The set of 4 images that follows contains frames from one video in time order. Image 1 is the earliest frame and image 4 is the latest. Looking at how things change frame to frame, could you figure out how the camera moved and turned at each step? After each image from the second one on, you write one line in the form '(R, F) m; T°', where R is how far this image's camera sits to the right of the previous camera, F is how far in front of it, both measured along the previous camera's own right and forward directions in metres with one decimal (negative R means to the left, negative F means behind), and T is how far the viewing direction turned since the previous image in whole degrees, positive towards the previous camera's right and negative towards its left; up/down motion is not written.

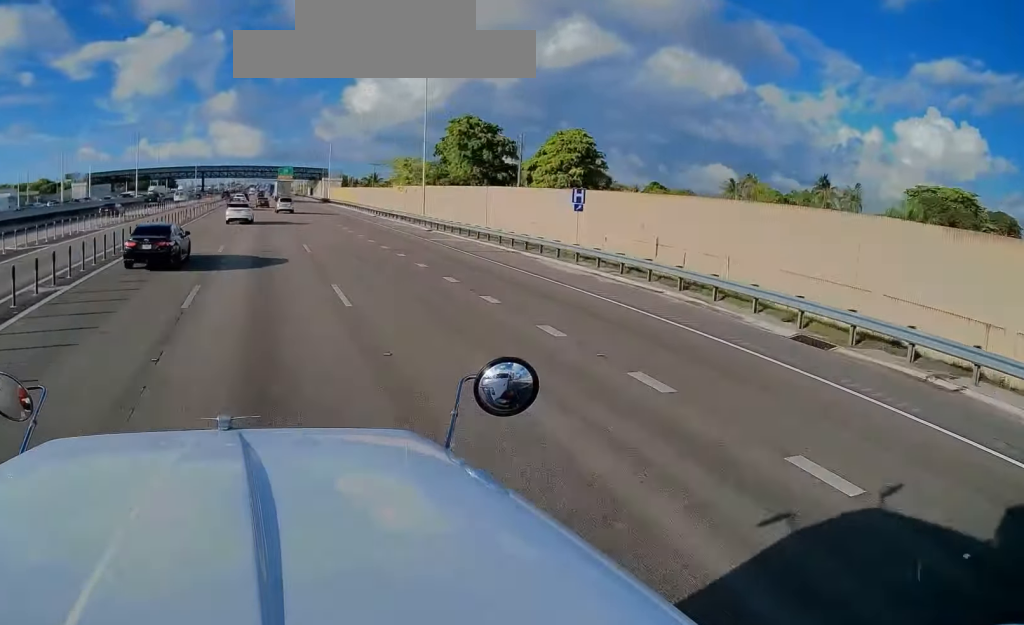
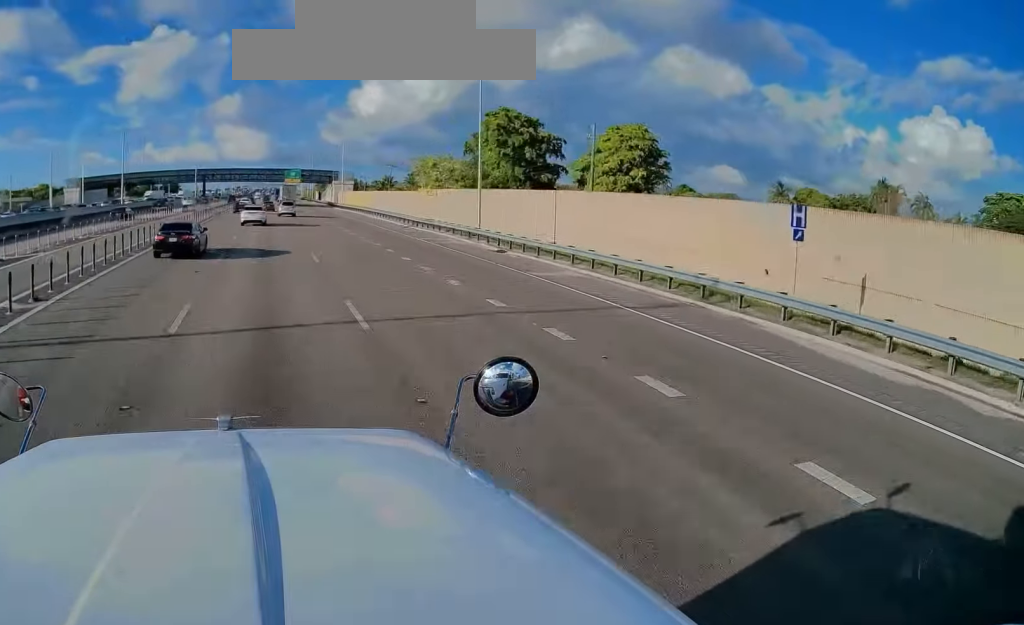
(+0.2, +15.3) m; +1°
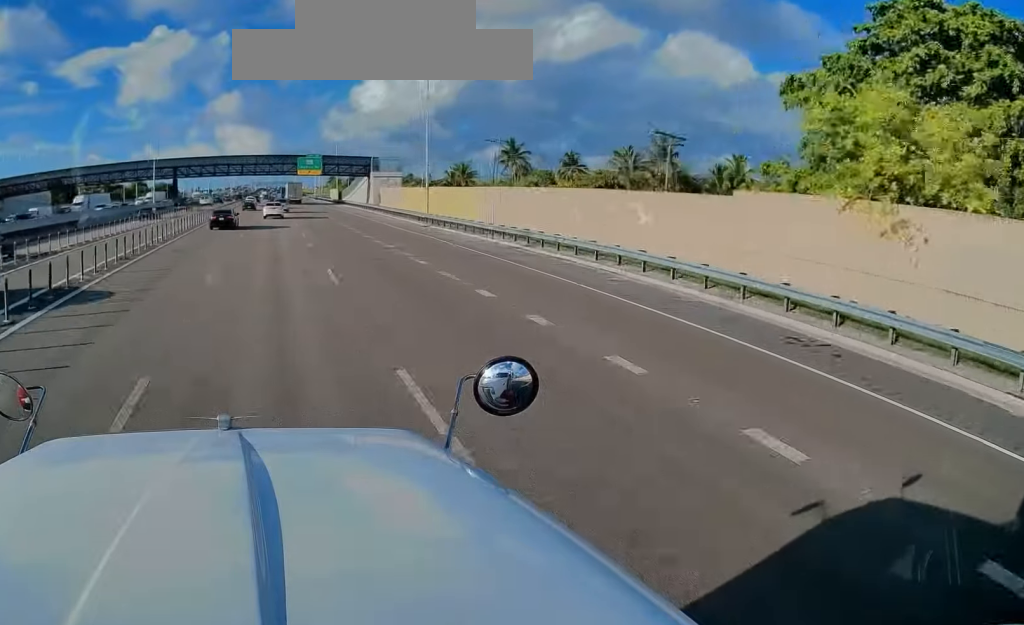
(-0.4, +66.8) m; 0°
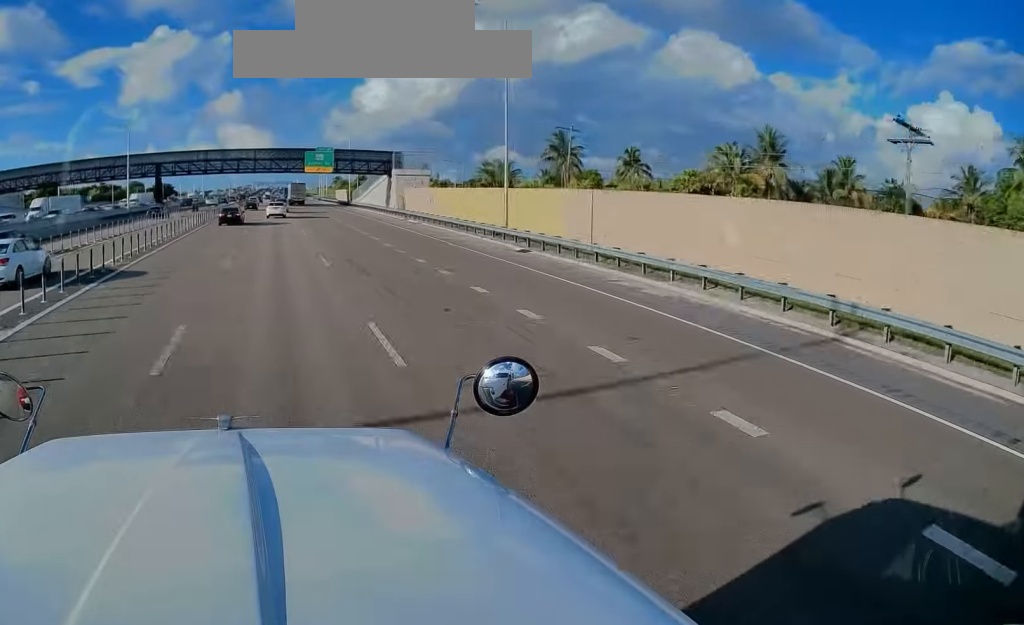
(+0.1, +19.1) m; 0°
